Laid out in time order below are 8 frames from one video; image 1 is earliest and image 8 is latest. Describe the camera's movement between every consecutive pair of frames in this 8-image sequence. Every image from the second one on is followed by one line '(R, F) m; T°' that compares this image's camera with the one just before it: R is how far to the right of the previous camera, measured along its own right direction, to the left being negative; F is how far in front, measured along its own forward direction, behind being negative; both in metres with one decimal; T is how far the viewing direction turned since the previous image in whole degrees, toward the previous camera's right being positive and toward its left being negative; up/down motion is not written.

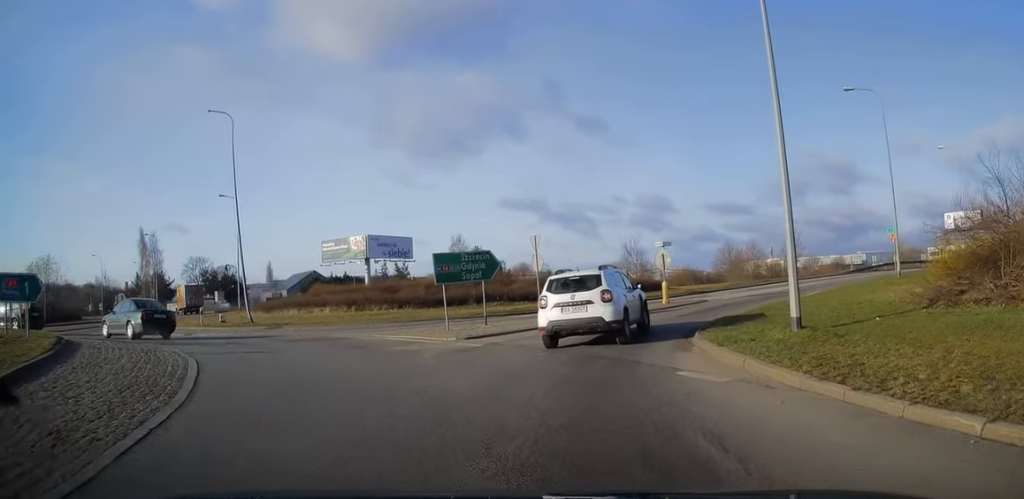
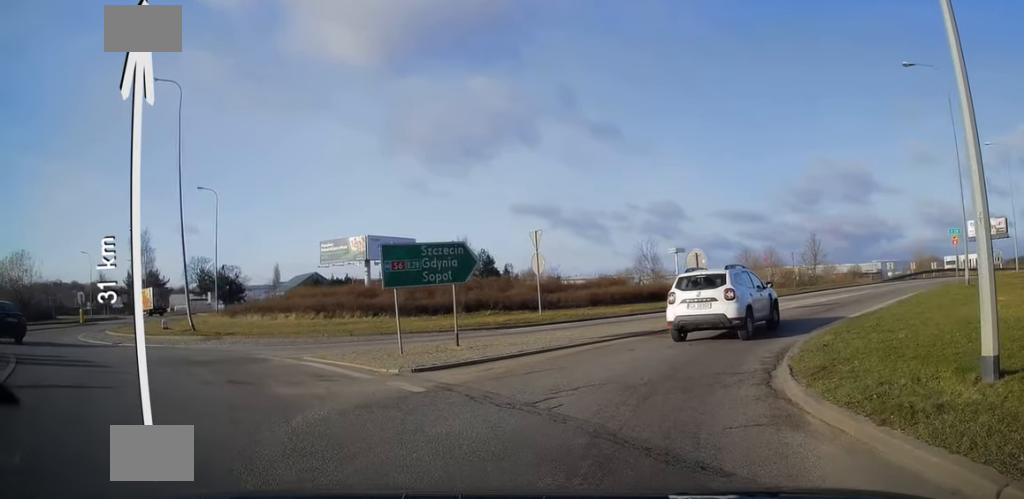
(-0.3, +6.3) m; -1°
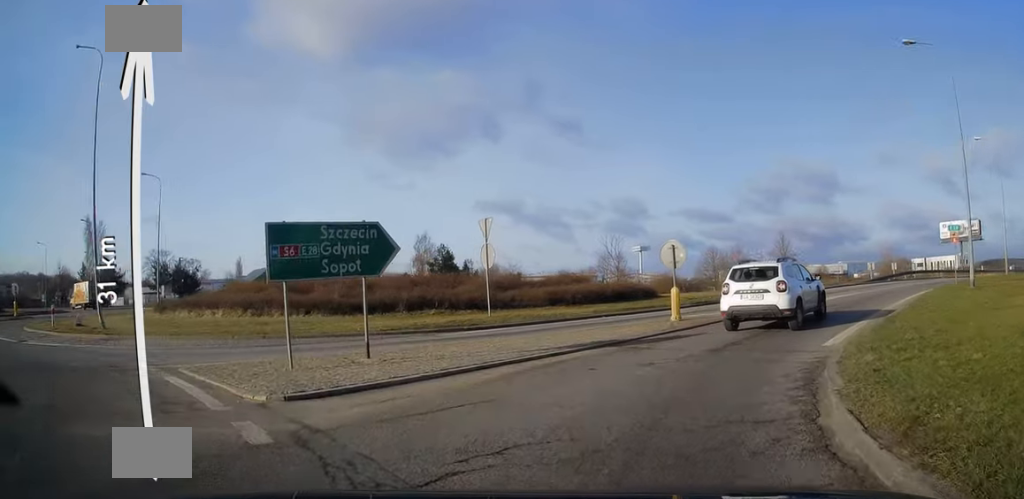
(-0.2, +3.8) m; +1°
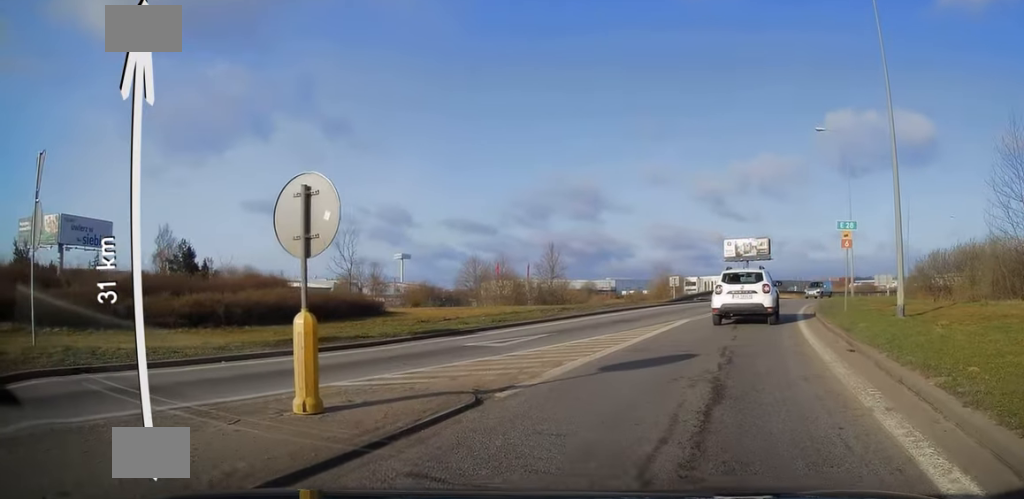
(+2.0, +12.5) m; +18°
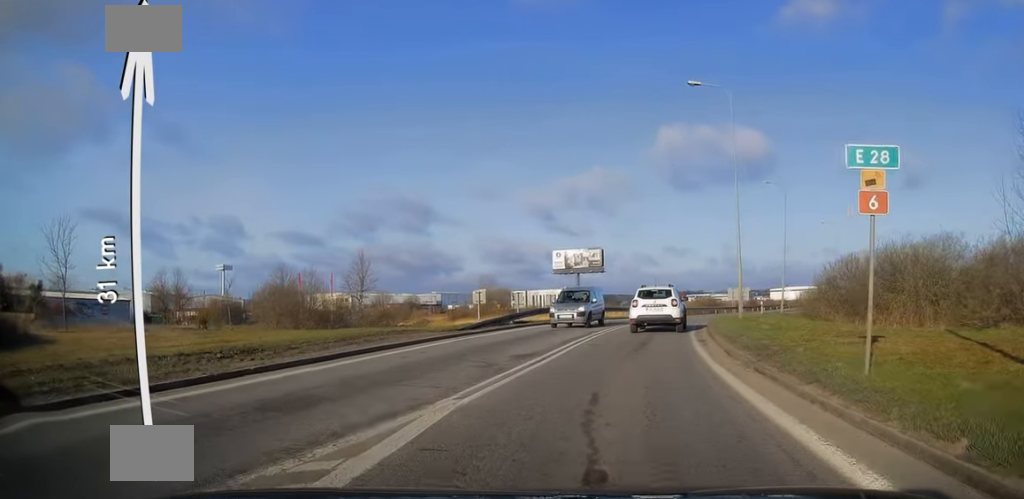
(+1.9, +13.5) m; +14°
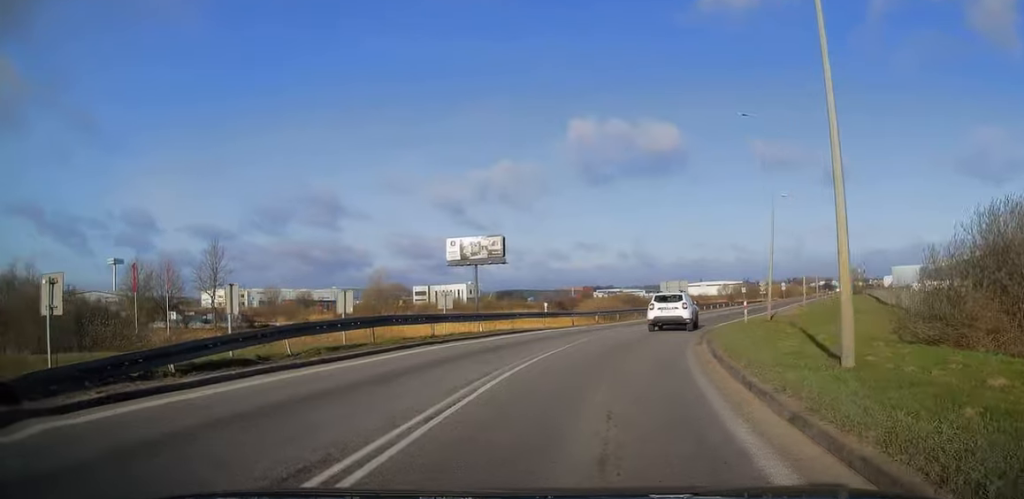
(+2.1, +20.5) m; +11°
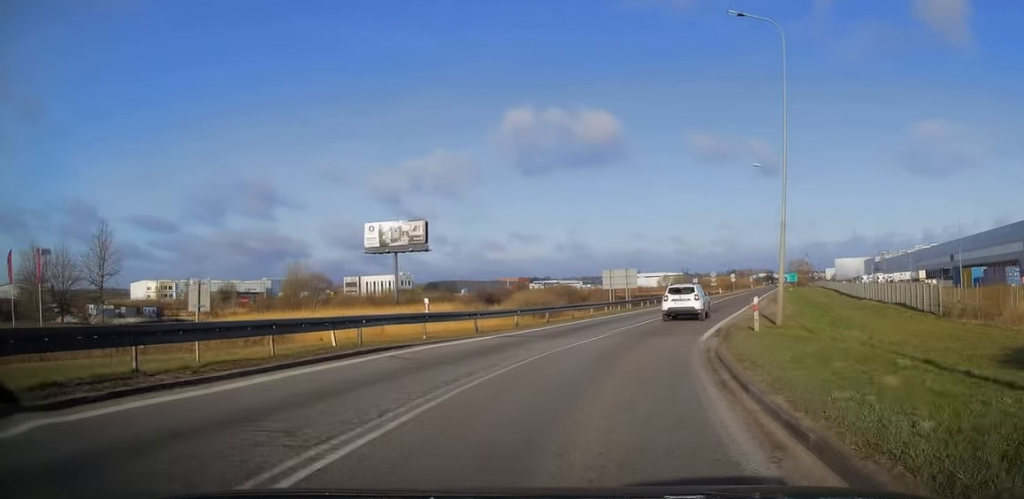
(+0.5, +12.5) m; +5°
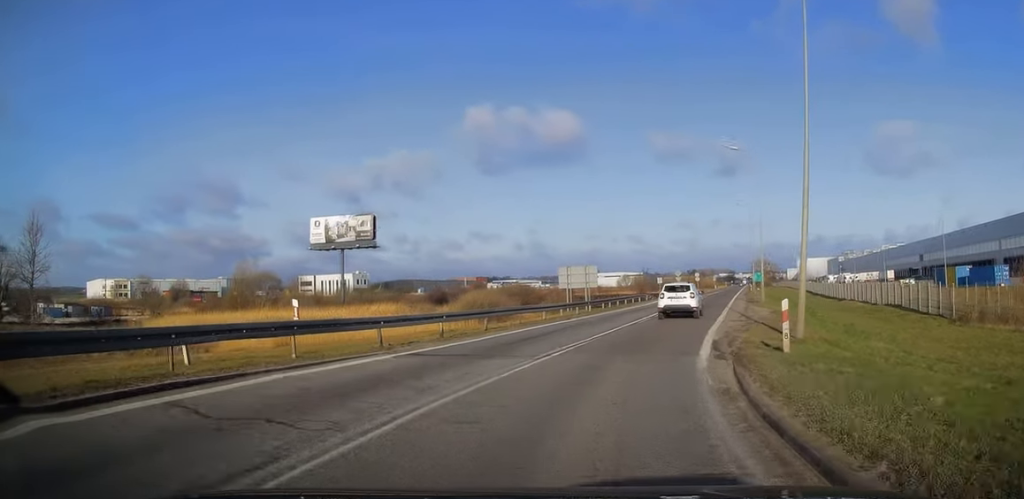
(+0.2, +6.7) m; +2°
